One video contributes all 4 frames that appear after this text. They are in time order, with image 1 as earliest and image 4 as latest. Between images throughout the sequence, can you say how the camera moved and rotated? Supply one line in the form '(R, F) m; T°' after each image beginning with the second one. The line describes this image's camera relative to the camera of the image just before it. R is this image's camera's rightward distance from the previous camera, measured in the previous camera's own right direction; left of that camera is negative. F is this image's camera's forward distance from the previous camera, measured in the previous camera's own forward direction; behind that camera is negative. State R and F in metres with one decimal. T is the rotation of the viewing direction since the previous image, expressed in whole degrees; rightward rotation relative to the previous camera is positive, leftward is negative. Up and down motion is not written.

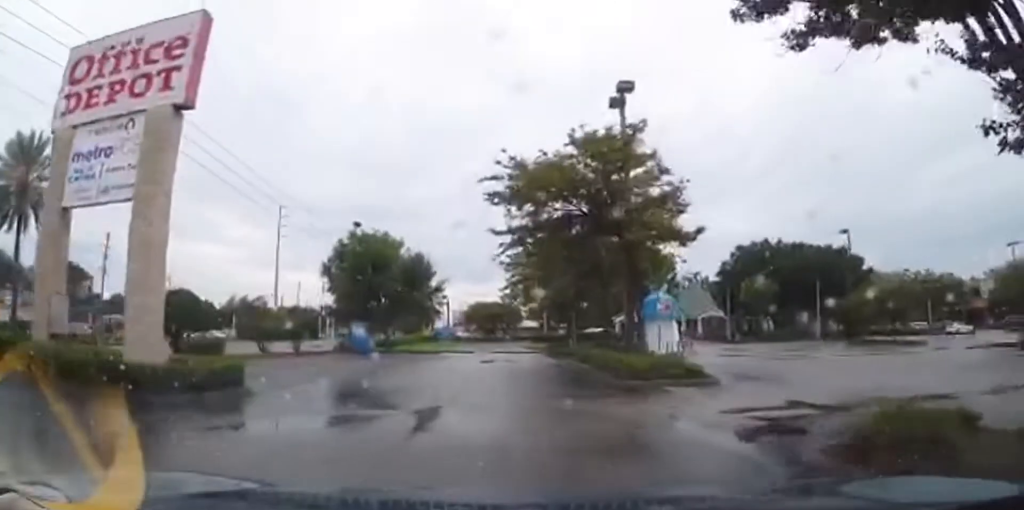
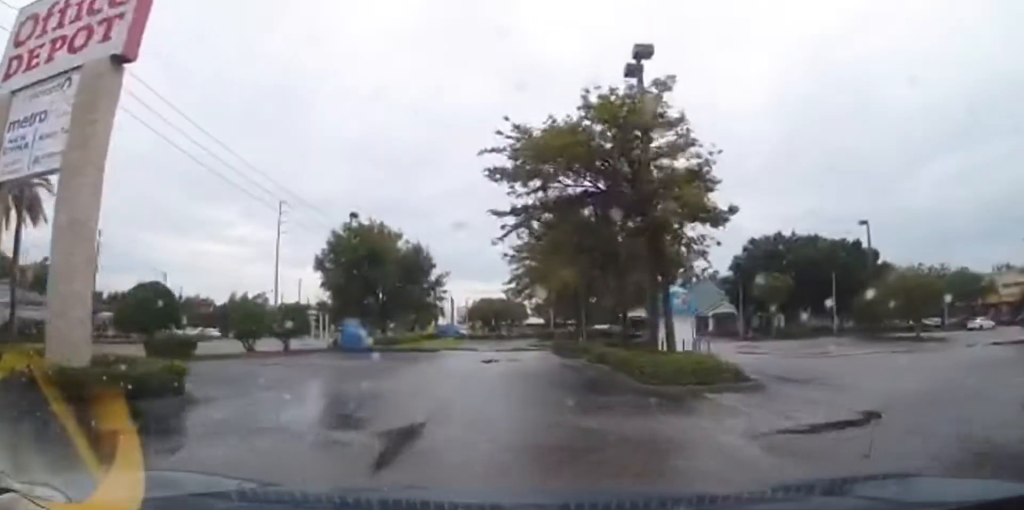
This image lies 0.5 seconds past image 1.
(0.0, +2.6) m; -1°
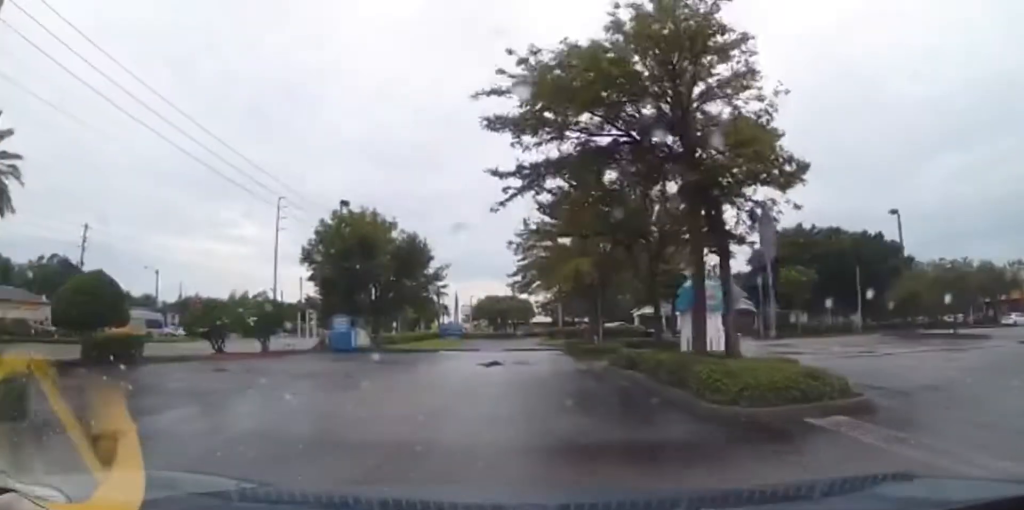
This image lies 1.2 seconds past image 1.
(0.0, +3.9) m; -1°
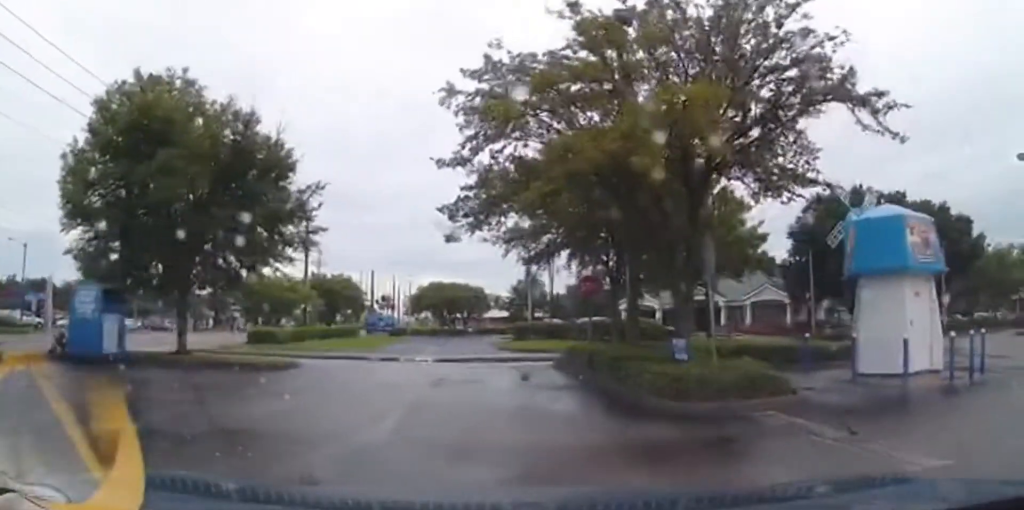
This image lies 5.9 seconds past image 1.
(+1.4, +21.1) m; +21°
